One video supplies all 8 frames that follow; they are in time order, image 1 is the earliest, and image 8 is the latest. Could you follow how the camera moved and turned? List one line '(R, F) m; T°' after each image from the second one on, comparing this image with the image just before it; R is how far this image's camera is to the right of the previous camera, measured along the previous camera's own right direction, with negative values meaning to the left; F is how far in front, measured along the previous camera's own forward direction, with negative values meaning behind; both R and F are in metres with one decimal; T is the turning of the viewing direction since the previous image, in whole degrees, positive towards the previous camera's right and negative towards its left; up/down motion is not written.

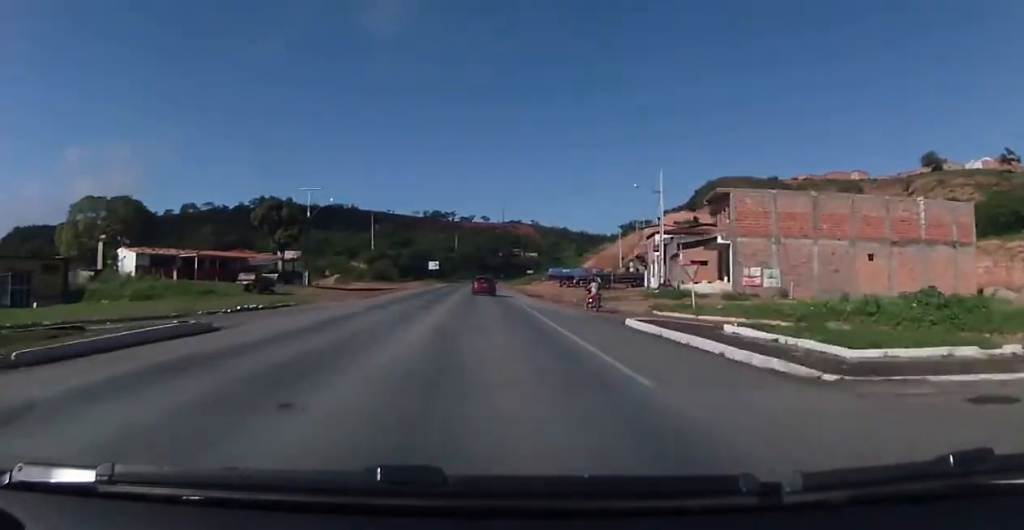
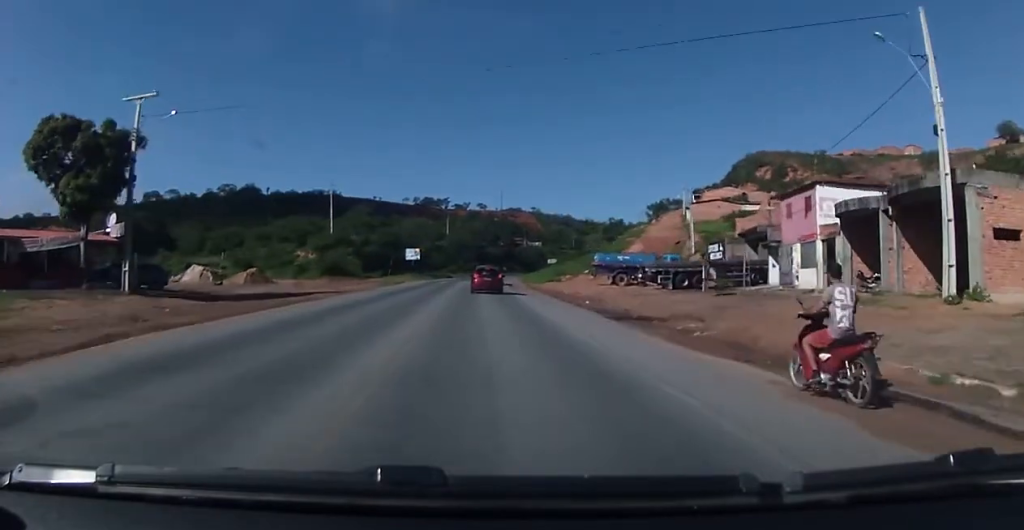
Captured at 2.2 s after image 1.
(+0.9, +37.8) m; +2°
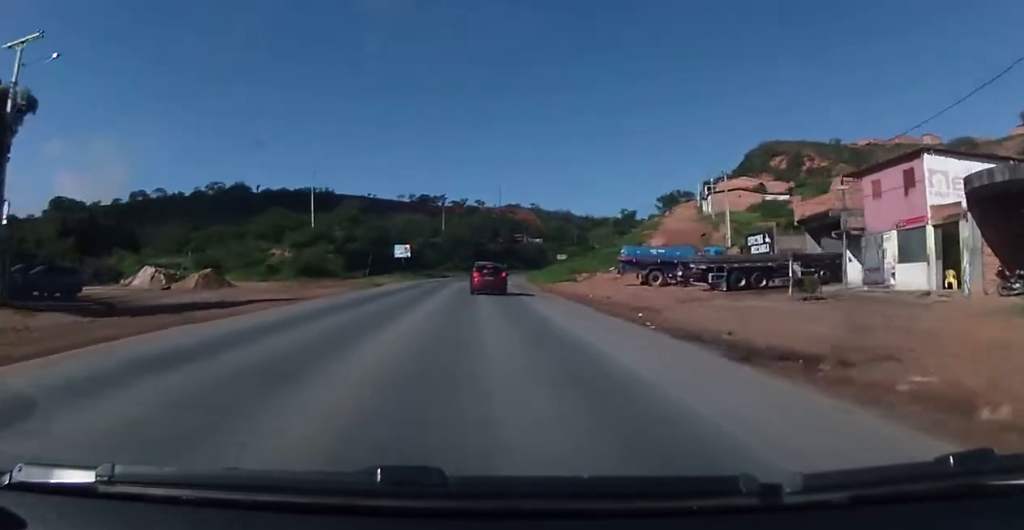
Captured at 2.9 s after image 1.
(0.0, +11.7) m; 0°
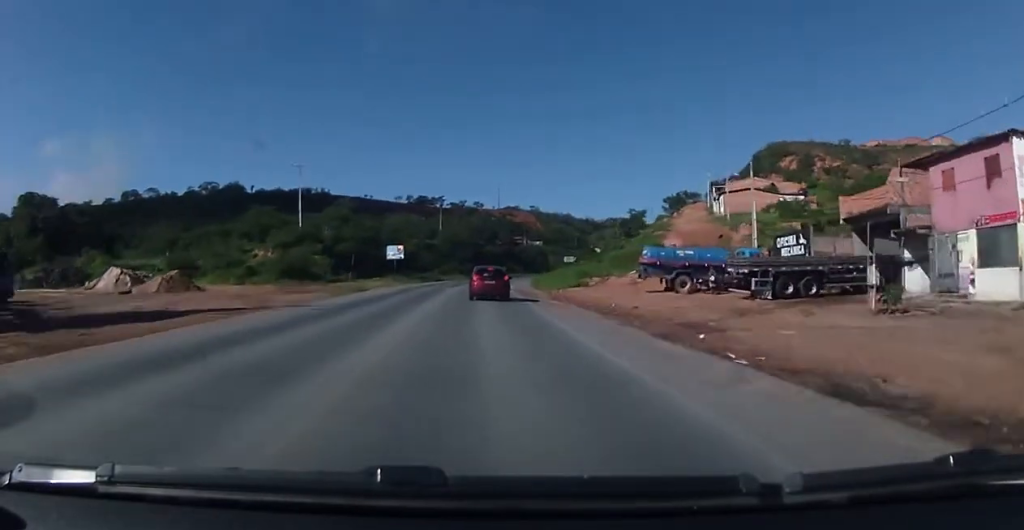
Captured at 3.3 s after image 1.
(0.0, +7.1) m; 0°
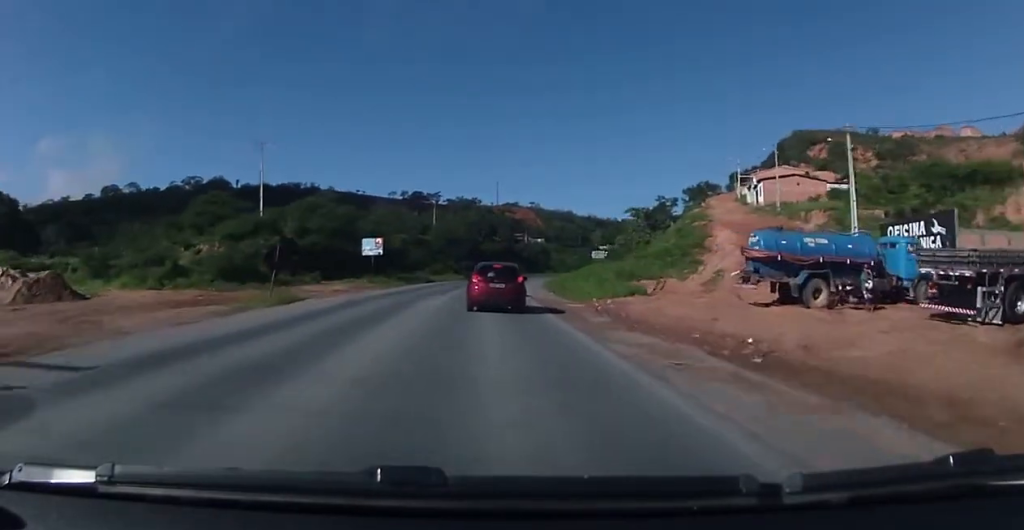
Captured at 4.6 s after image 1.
(+0.1, +18.3) m; 0°
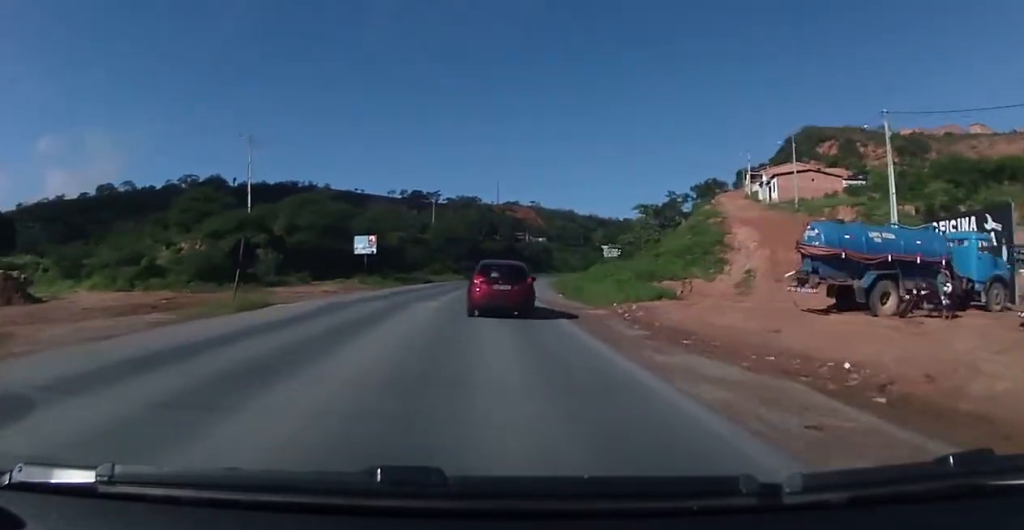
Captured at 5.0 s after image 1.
(+0.1, +5.1) m; -1°
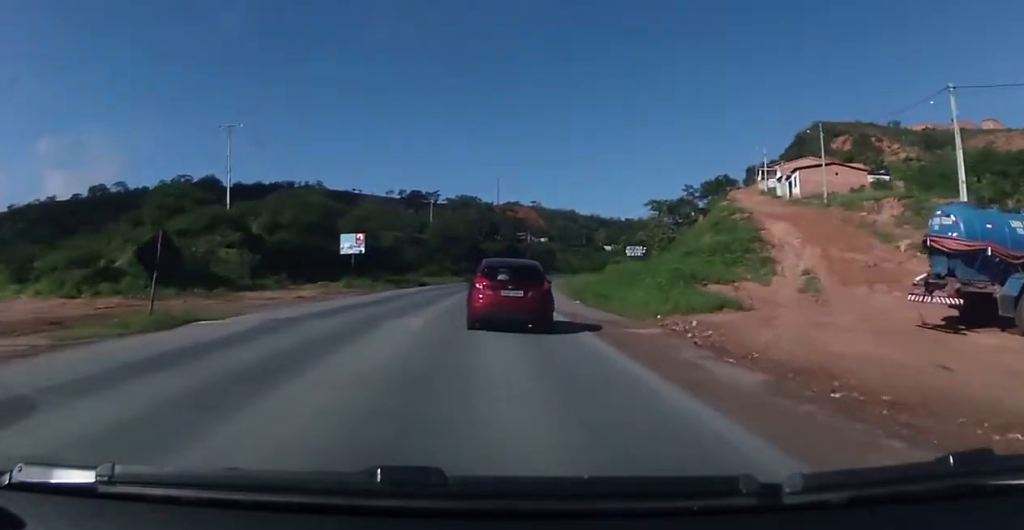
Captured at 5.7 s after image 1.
(-0.1, +7.7) m; -2°
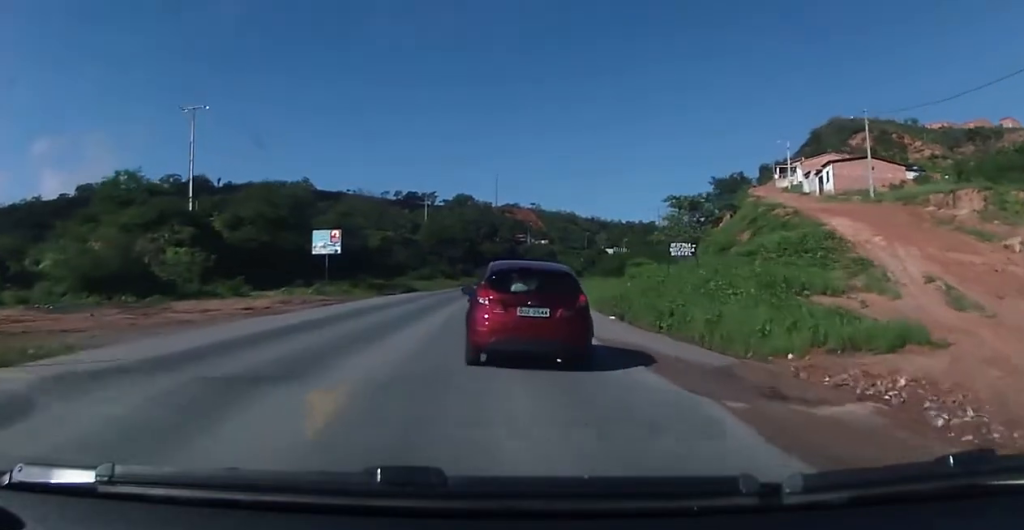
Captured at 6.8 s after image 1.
(-0.3, +11.1) m; +1°
